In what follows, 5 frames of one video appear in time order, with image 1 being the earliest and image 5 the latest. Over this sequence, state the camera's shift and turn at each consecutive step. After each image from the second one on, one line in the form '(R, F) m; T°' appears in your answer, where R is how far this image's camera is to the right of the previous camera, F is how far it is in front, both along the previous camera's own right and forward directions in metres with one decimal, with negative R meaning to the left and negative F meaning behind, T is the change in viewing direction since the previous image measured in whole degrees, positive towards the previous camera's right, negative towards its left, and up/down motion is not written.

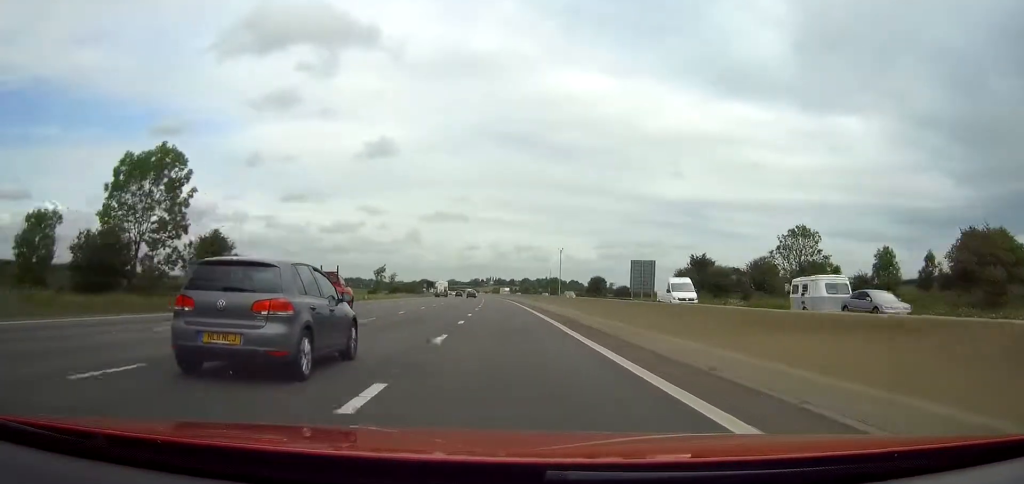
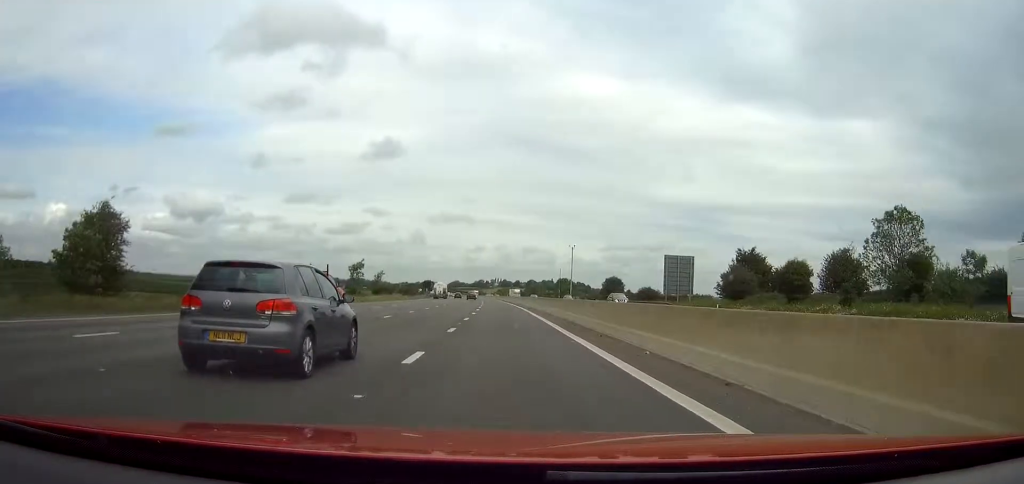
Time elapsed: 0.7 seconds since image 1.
(-0.1, +21.7) m; 0°
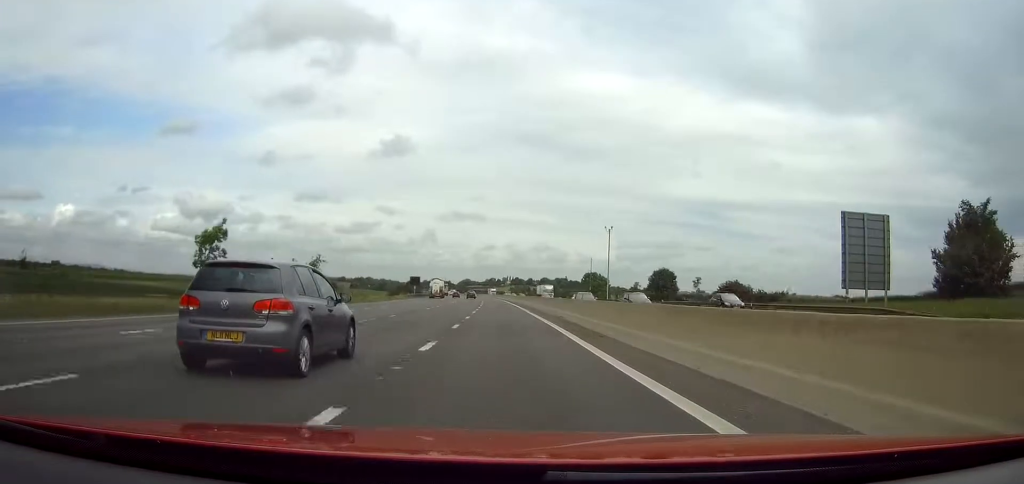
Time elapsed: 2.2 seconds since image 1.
(-0.4, +50.5) m; -1°
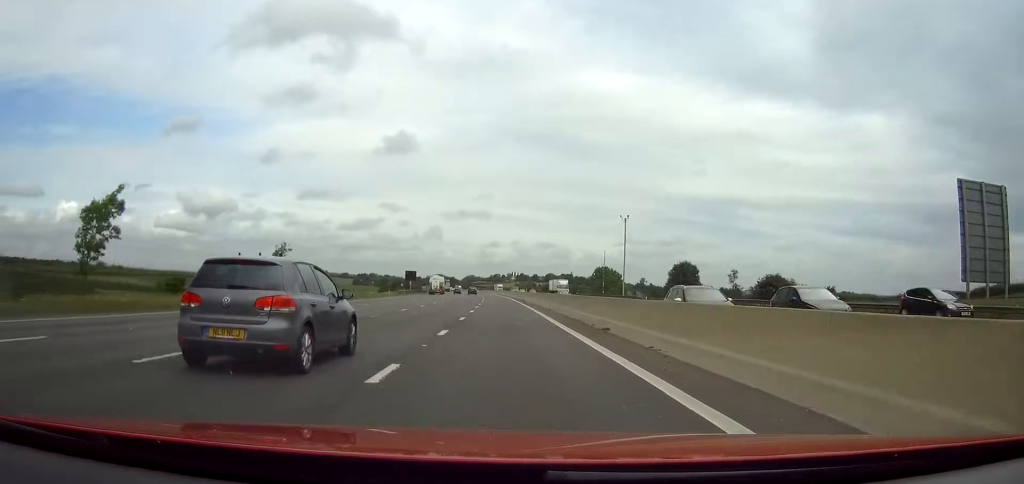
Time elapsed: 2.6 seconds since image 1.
(-0.1, +14.4) m; 0°
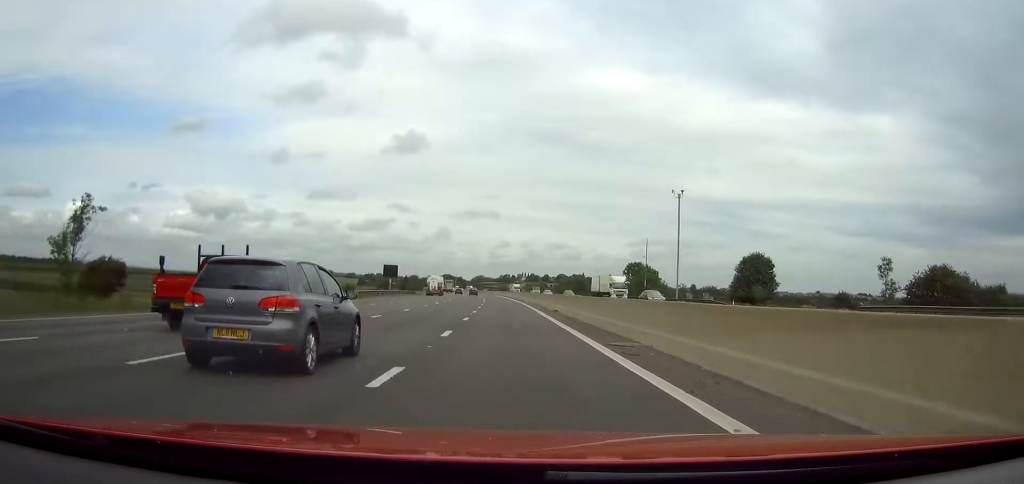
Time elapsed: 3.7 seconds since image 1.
(-0.3, +35.0) m; -1°
